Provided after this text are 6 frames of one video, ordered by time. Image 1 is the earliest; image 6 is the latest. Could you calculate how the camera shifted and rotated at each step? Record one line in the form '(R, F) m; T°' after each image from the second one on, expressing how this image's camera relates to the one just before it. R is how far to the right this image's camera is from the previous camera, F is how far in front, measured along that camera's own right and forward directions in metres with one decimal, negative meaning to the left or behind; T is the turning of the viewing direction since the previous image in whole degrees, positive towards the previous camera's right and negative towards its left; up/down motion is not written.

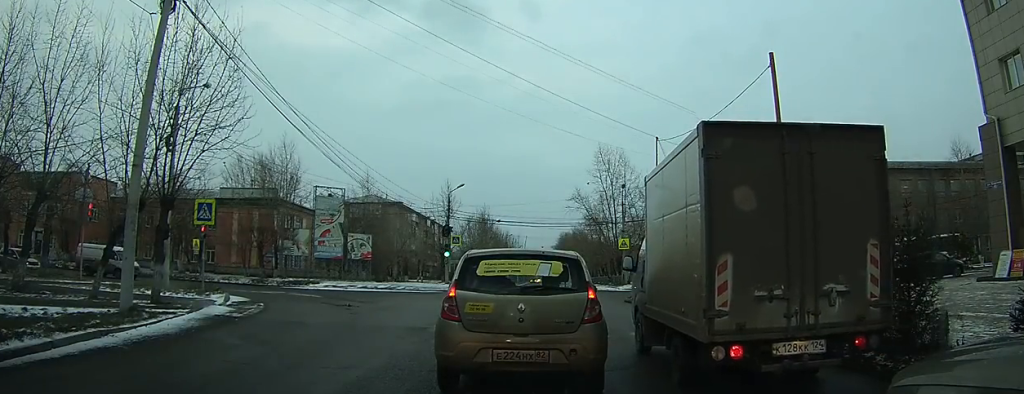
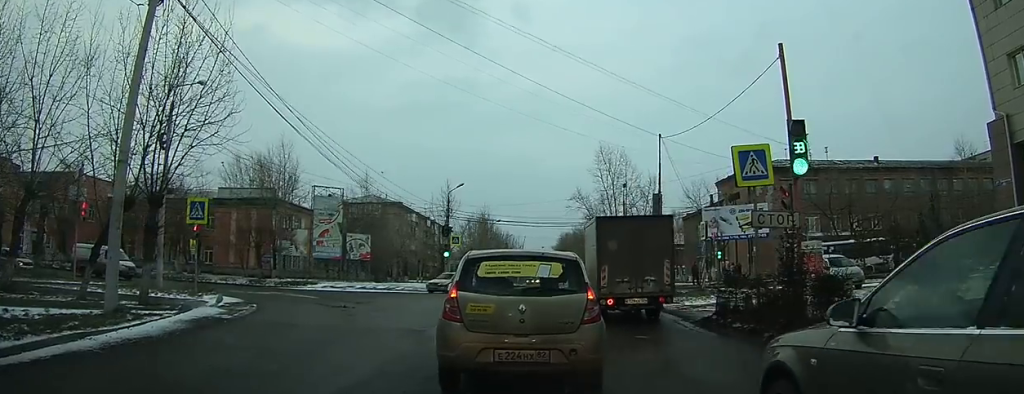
(0.0, 0.0) m; 0°
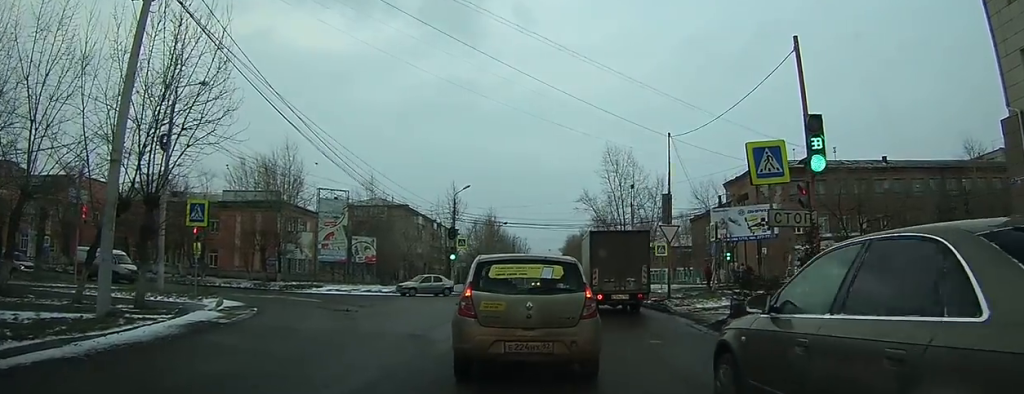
(0.0, +0.1) m; +1°
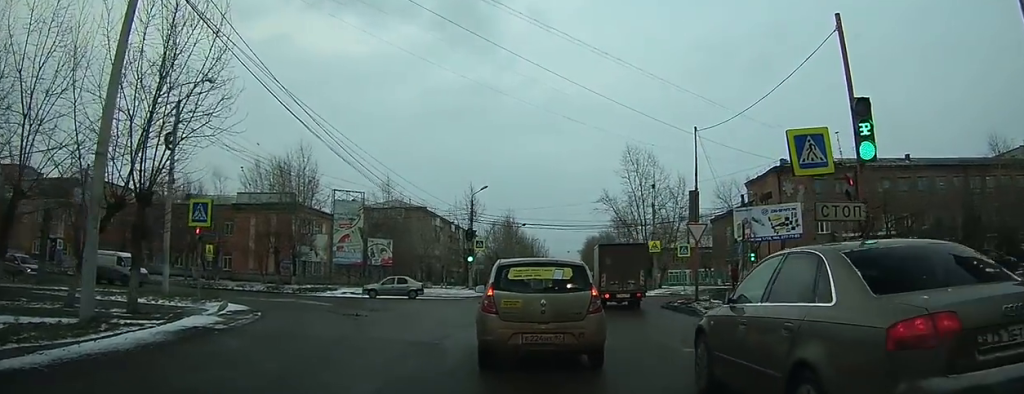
(0.0, +0.7) m; +6°
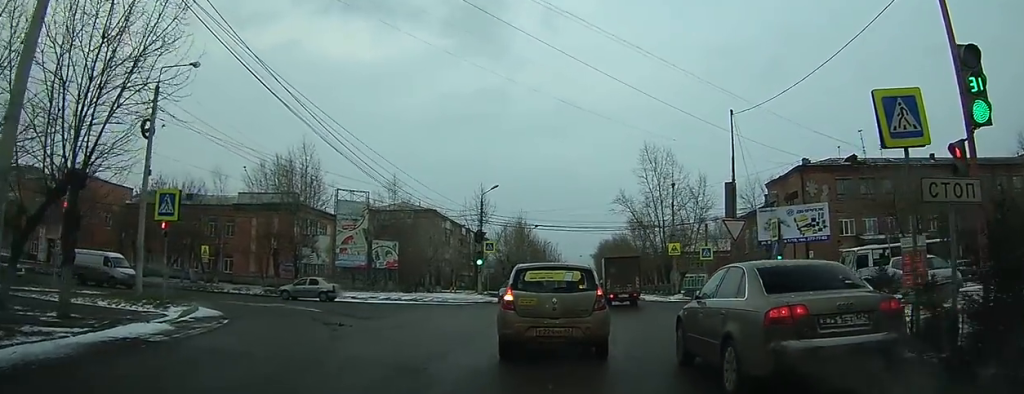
(+0.2, +2.4) m; +7°
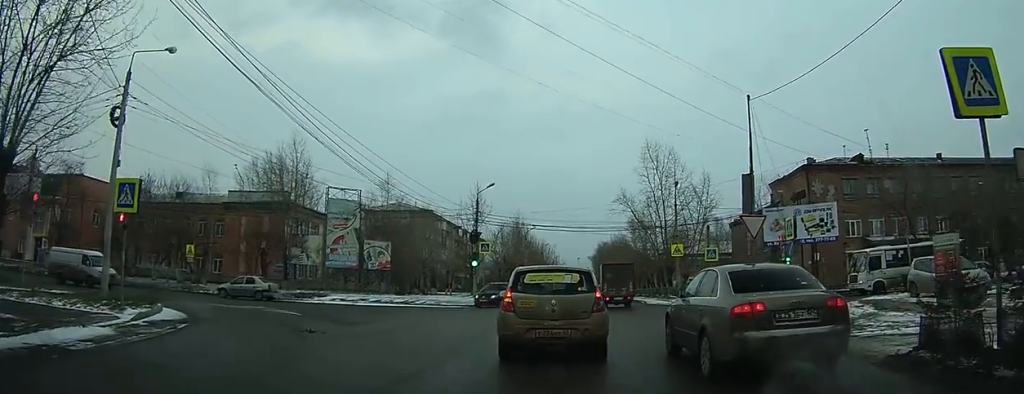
(+0.1, +1.5) m; +2°
